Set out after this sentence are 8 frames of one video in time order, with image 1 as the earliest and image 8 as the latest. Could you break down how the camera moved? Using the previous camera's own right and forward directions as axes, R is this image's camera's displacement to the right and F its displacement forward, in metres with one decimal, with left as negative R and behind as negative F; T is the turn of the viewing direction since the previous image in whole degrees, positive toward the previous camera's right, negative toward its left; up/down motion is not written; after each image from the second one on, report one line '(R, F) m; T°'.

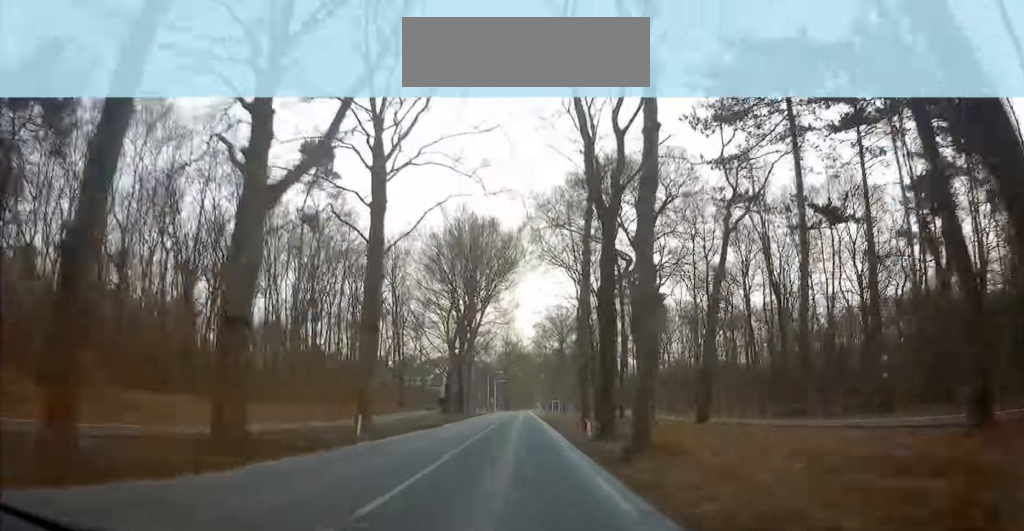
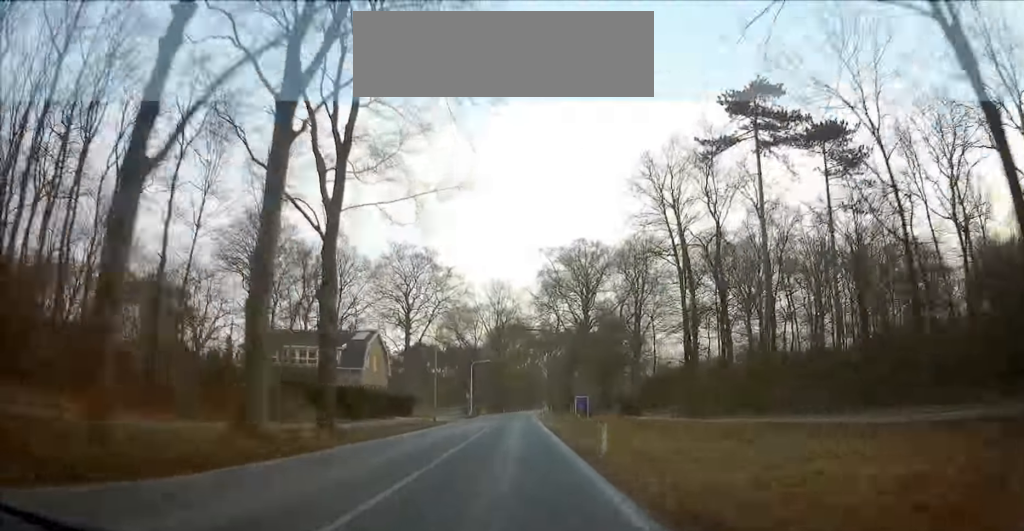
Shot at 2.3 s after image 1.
(+0.2, +55.0) m; +1°
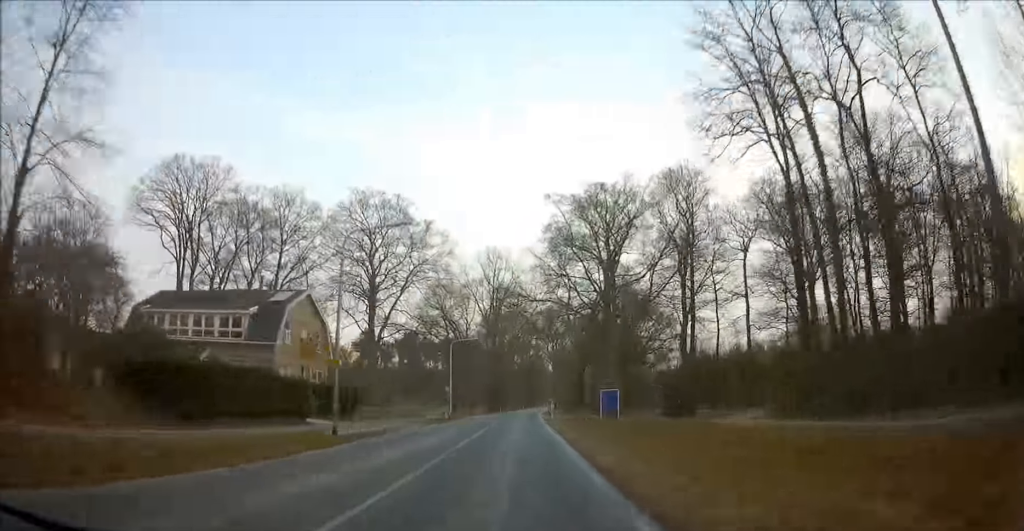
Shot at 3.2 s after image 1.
(0.0, +20.6) m; 0°
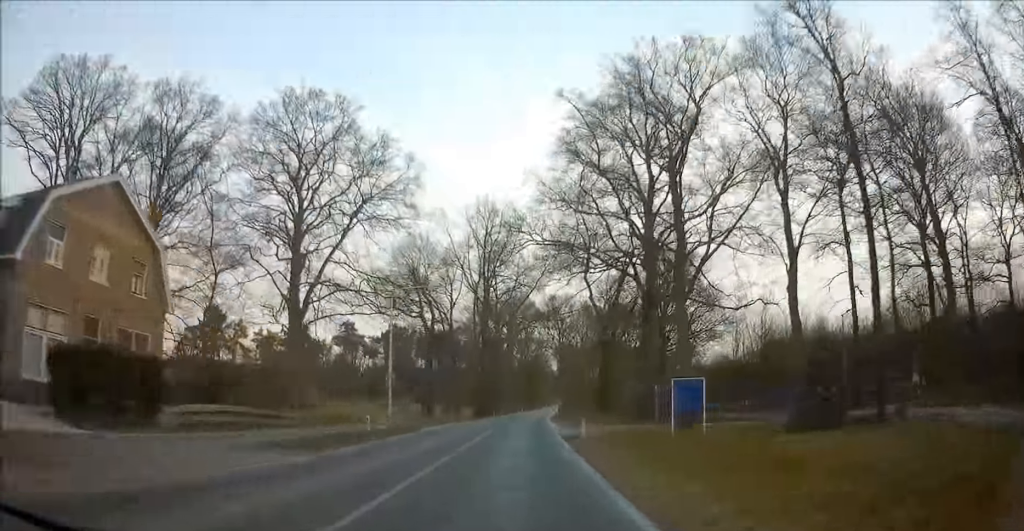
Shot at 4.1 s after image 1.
(+0.1, +22.2) m; 0°
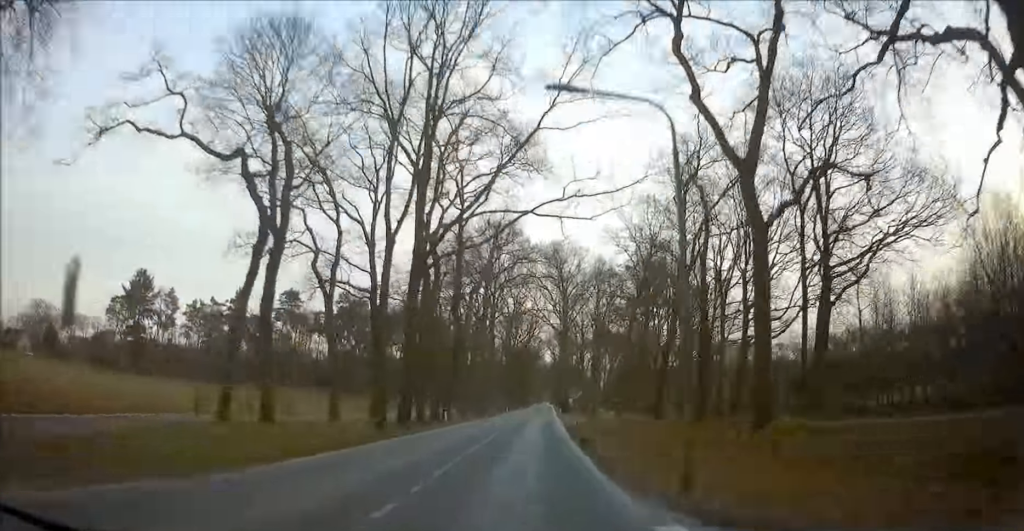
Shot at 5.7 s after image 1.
(+0.1, +36.7) m; 0°
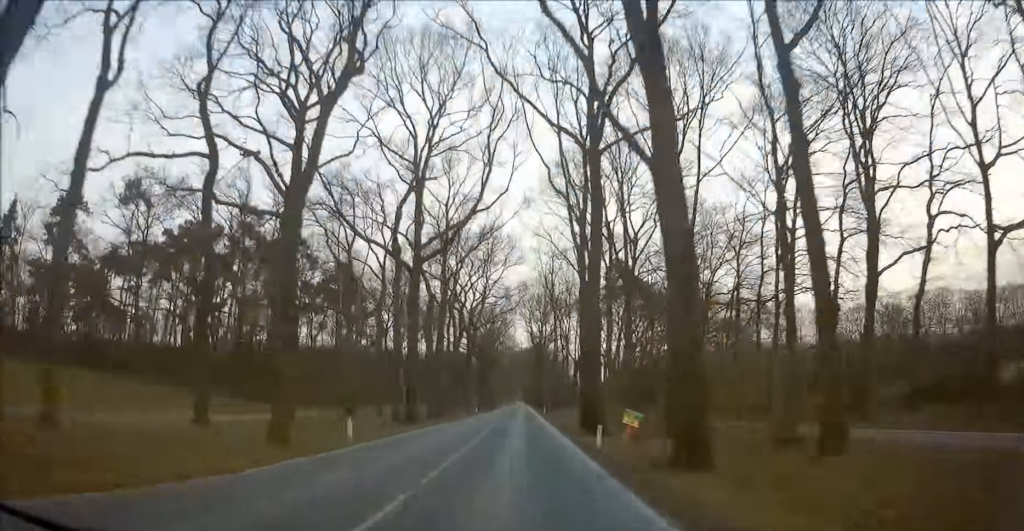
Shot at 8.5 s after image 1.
(0.0, +67.0) m; 0°
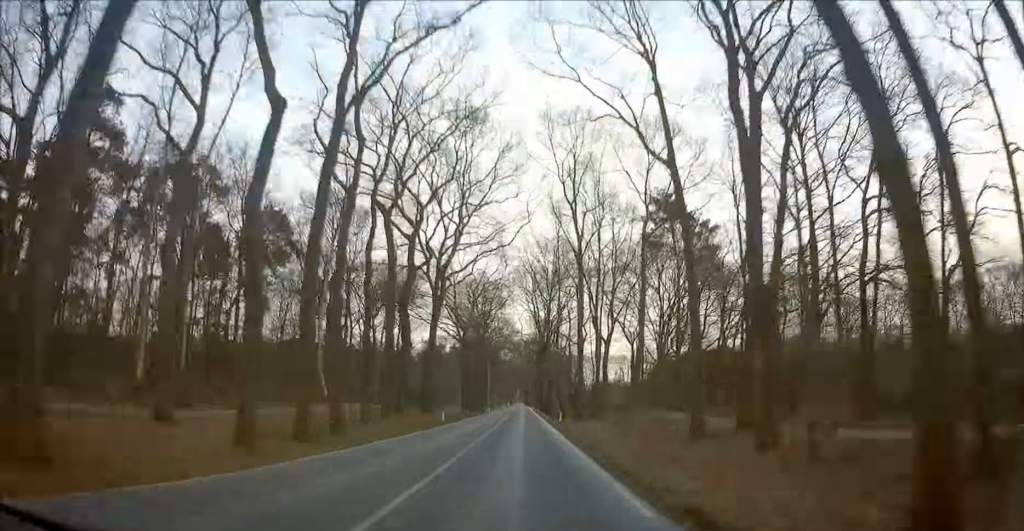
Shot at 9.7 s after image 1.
(+0.2, +28.7) m; 0°
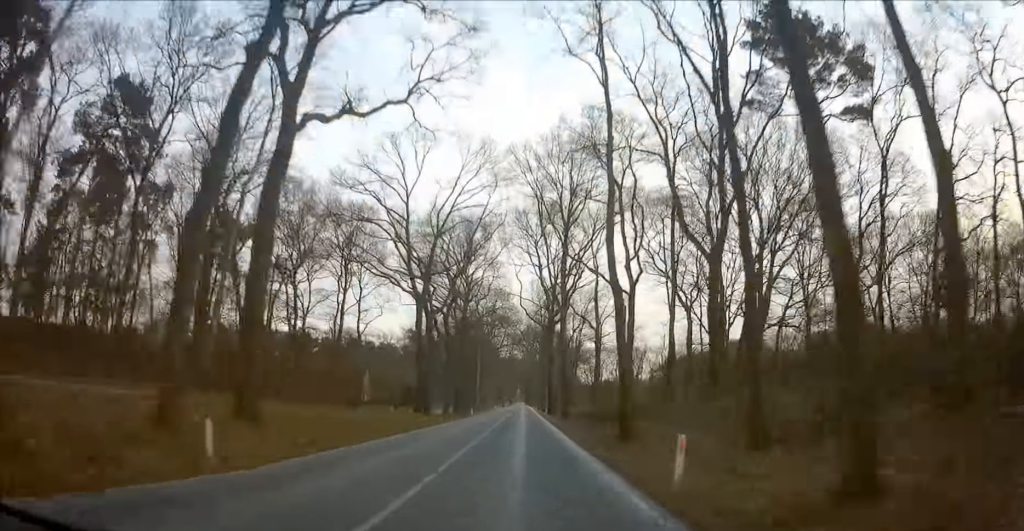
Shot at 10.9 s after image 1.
(+0.2, +30.4) m; 0°
